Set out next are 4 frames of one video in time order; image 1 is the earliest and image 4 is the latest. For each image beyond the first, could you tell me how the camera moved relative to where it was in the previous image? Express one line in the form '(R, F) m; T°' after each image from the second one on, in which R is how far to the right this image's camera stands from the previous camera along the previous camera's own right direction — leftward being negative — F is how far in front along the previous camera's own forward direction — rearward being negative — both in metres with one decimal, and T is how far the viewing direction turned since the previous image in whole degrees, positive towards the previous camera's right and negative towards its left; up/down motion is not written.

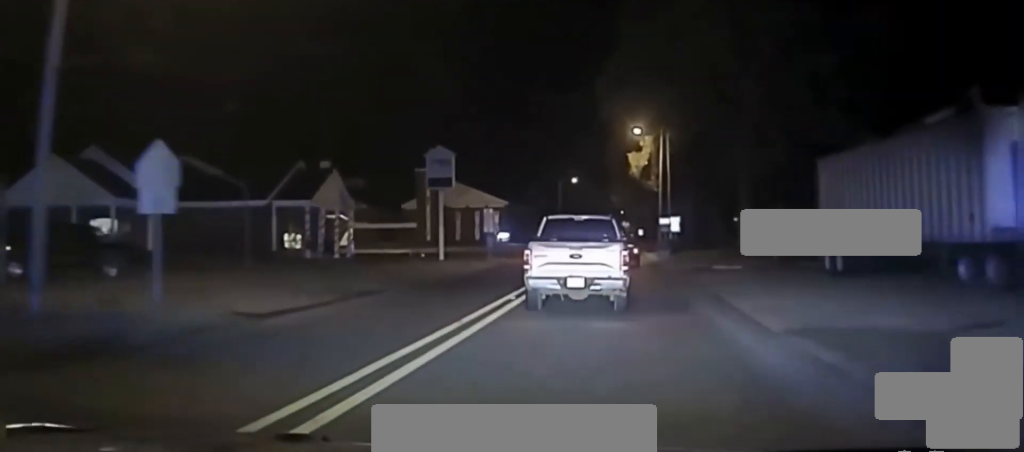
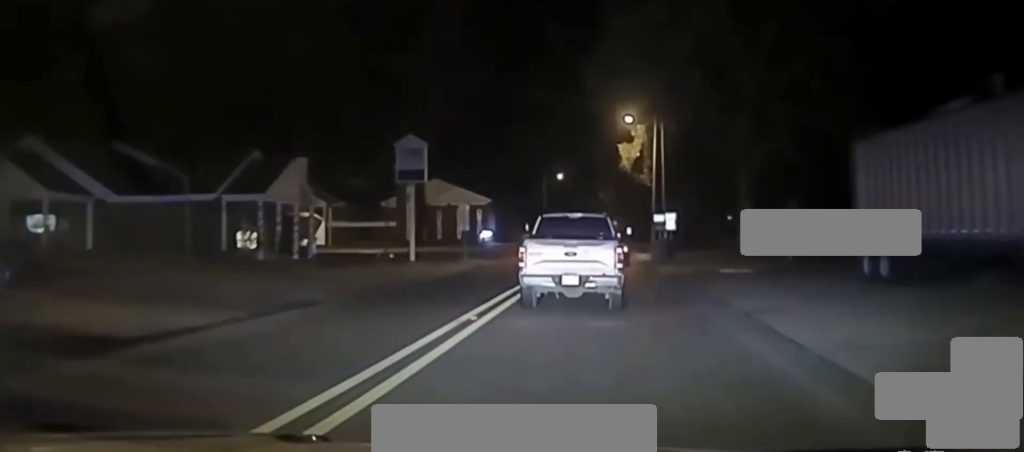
(0.0, +5.4) m; 0°
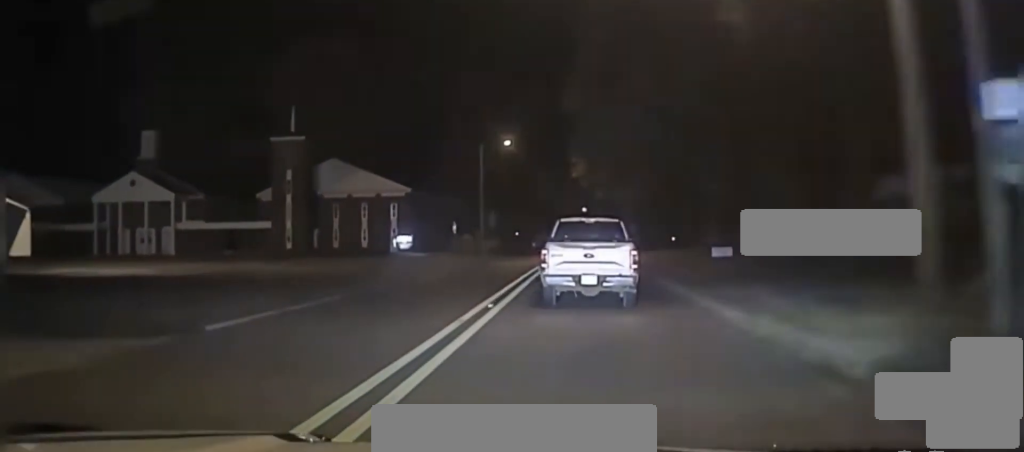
(+1.1, +44.0) m; +1°
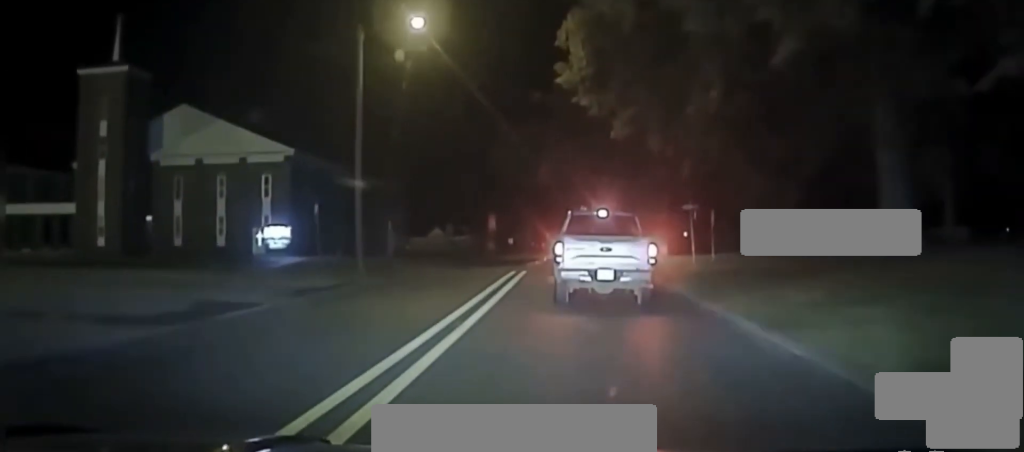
(-1.0, +36.9) m; 0°
